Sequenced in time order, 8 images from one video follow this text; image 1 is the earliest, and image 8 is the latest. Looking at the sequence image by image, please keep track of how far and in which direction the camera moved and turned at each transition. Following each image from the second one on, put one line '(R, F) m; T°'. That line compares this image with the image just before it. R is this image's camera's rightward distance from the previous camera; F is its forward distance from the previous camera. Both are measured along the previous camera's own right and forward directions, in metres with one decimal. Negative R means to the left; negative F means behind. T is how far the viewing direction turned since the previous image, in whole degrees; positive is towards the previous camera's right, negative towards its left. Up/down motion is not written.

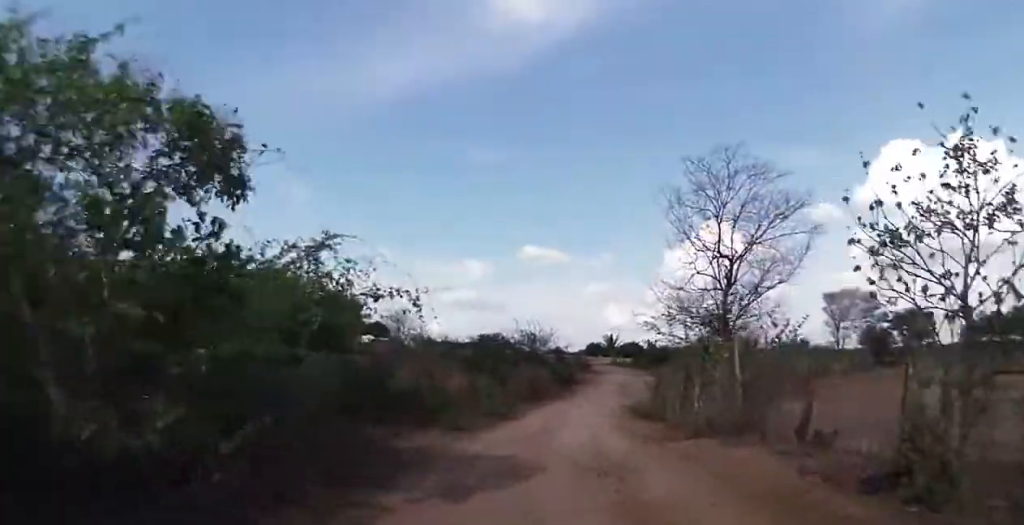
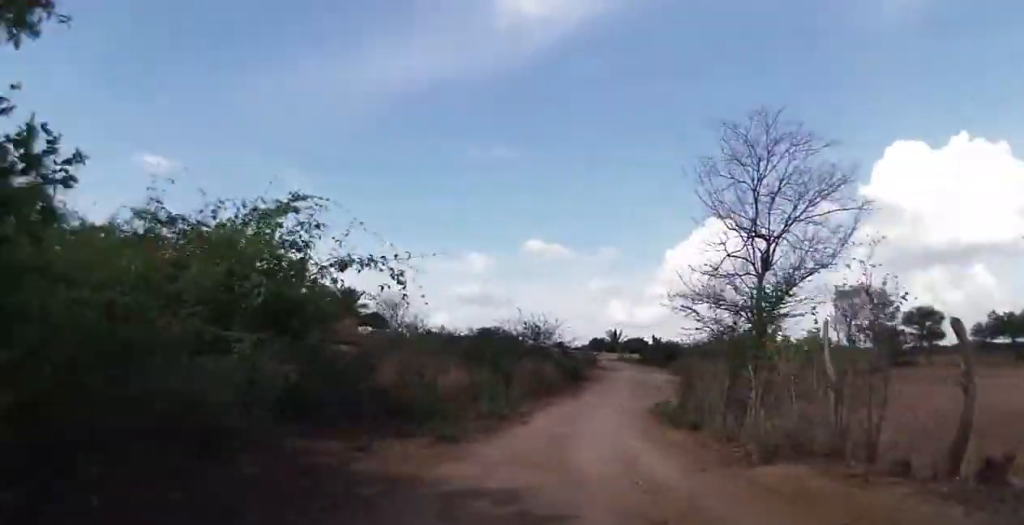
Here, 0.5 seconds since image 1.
(+0.4, +3.1) m; 0°
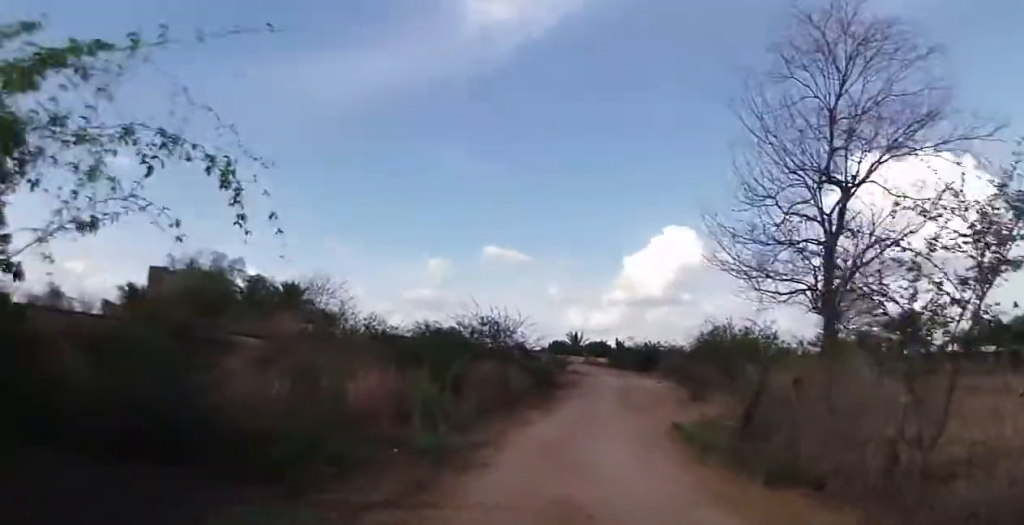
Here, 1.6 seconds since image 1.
(-0.7, +7.1) m; -3°
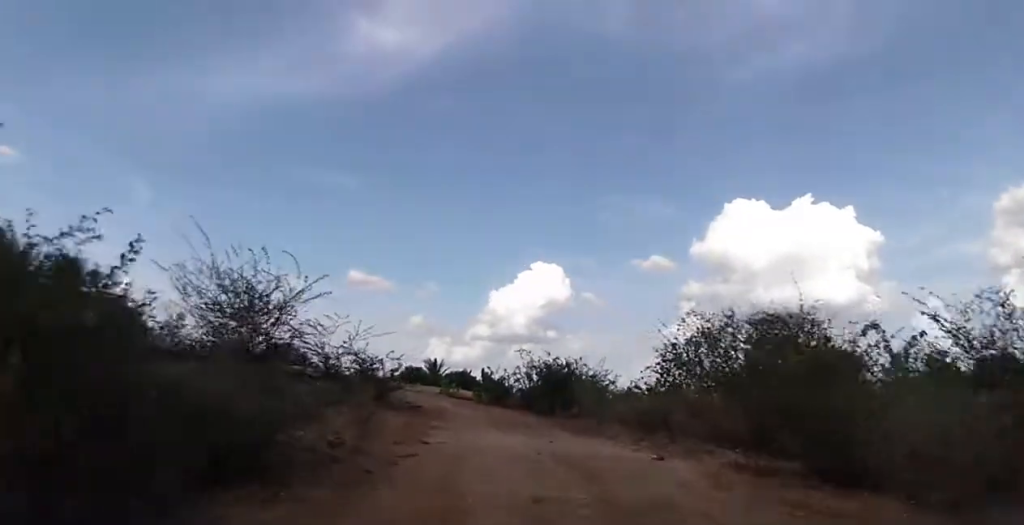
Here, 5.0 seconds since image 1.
(+2.4, +21.1) m; +10°
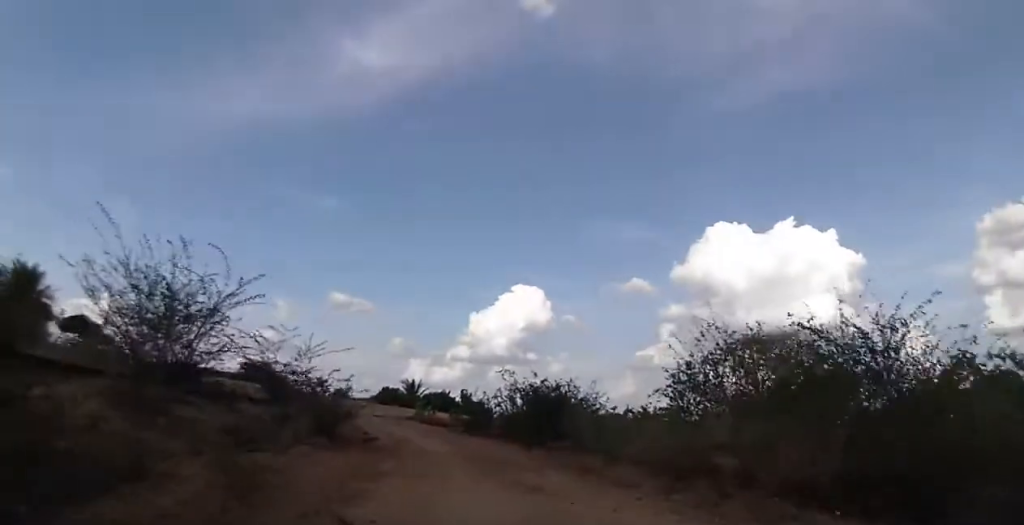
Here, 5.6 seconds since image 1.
(0.0, +3.8) m; +1°
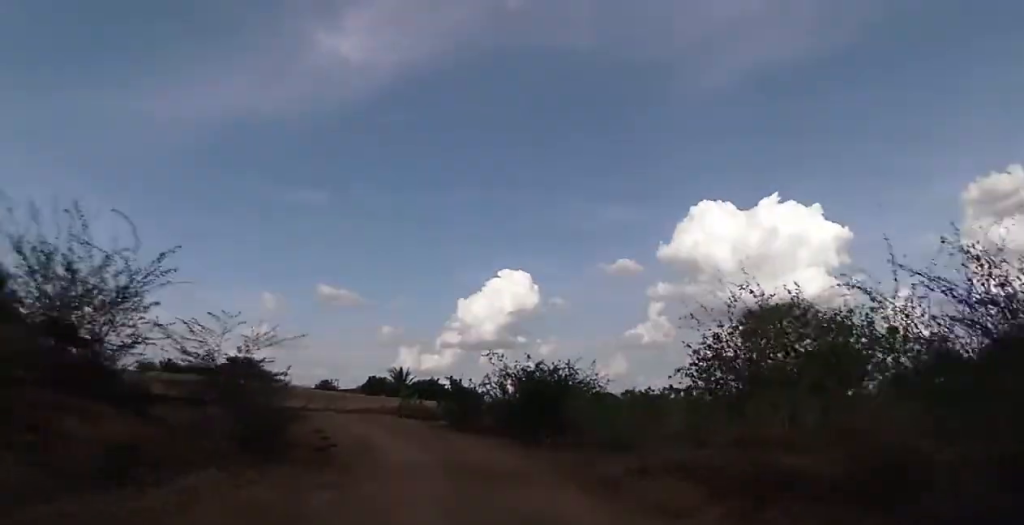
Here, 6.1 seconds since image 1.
(0.0, +3.3) m; +4°
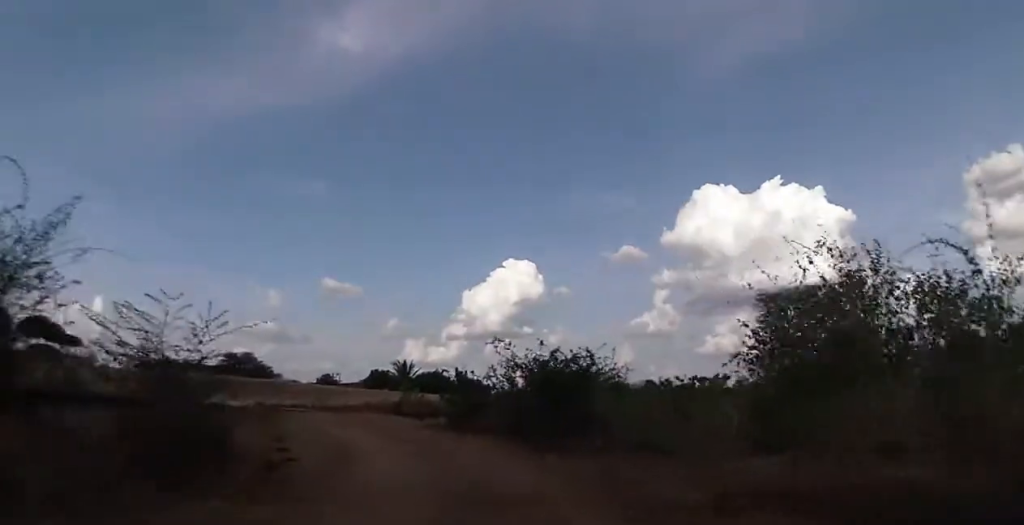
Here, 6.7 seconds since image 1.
(0.0, +3.3) m; +3°
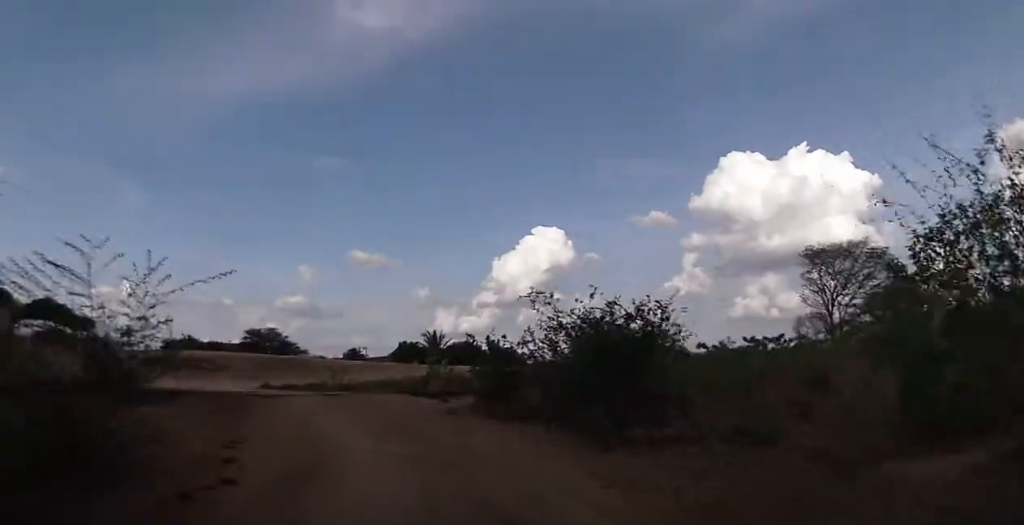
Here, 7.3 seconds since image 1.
(+0.4, +3.7) m; +3°
